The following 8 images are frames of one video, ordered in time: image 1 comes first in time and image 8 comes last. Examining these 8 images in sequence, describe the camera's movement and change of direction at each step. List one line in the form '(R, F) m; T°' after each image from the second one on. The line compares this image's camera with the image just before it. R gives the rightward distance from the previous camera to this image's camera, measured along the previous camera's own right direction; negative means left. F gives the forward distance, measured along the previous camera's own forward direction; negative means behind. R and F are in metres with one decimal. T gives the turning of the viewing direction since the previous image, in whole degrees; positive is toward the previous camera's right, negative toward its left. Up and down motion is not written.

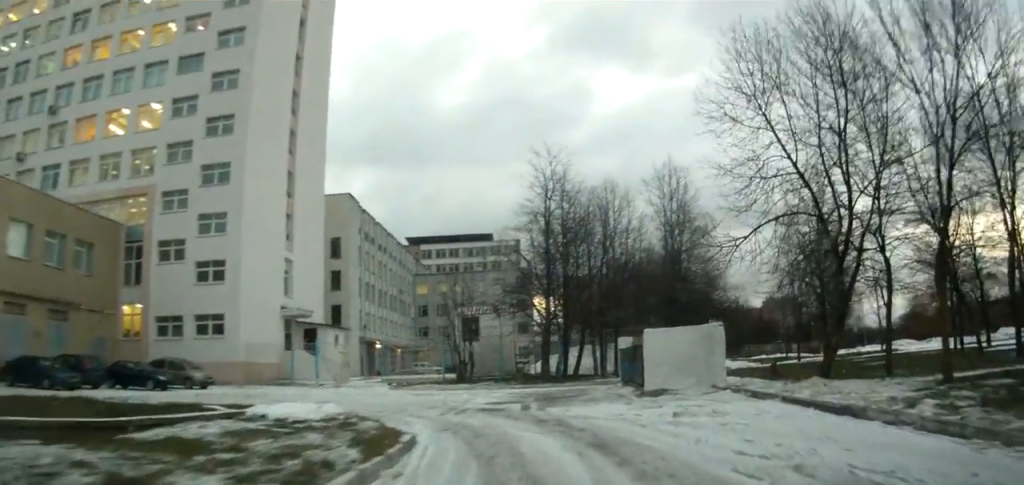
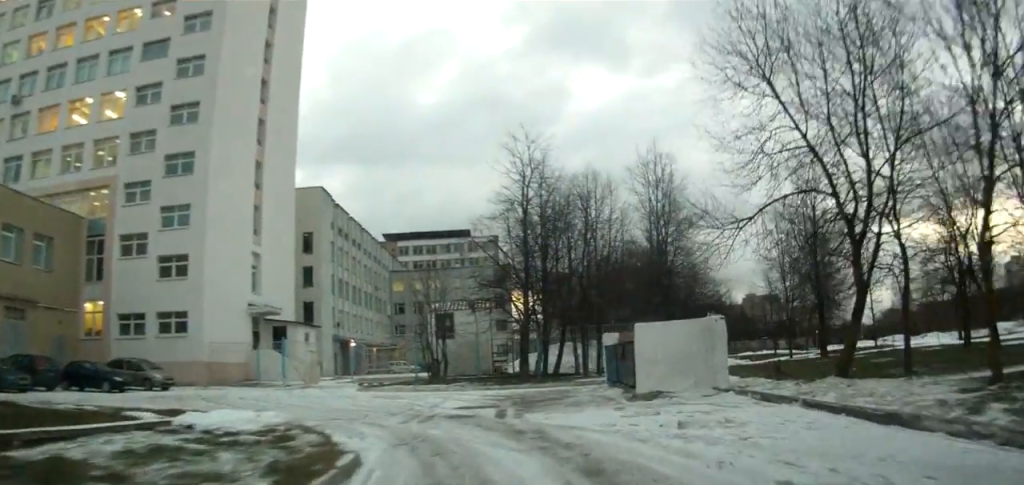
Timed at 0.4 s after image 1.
(+0.2, +1.1) m; +3°
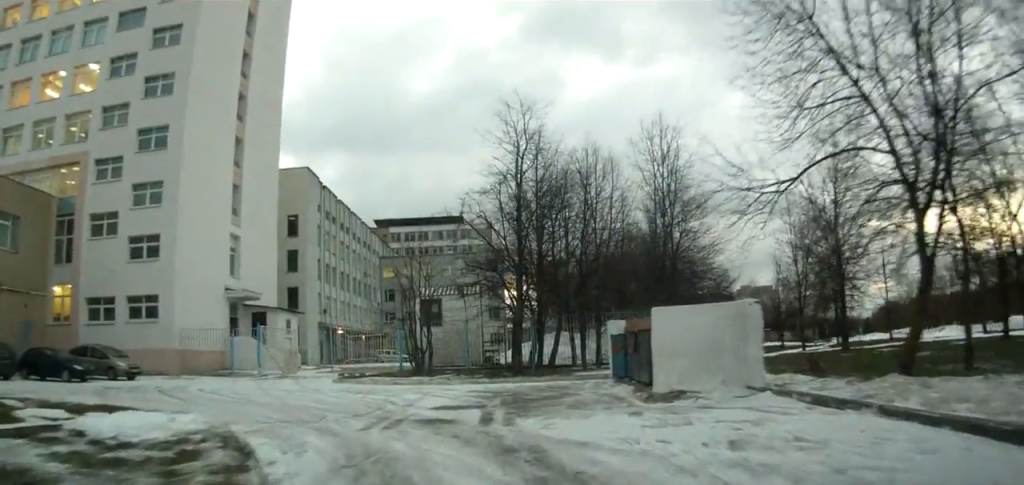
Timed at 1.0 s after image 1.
(+0.1, +1.6) m; +2°
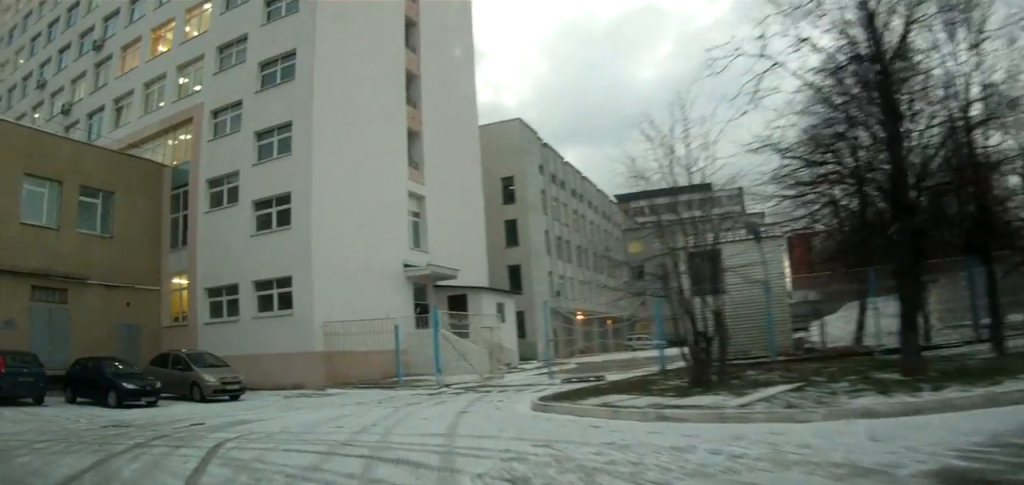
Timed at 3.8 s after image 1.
(-1.9, +11.8) m; -16°
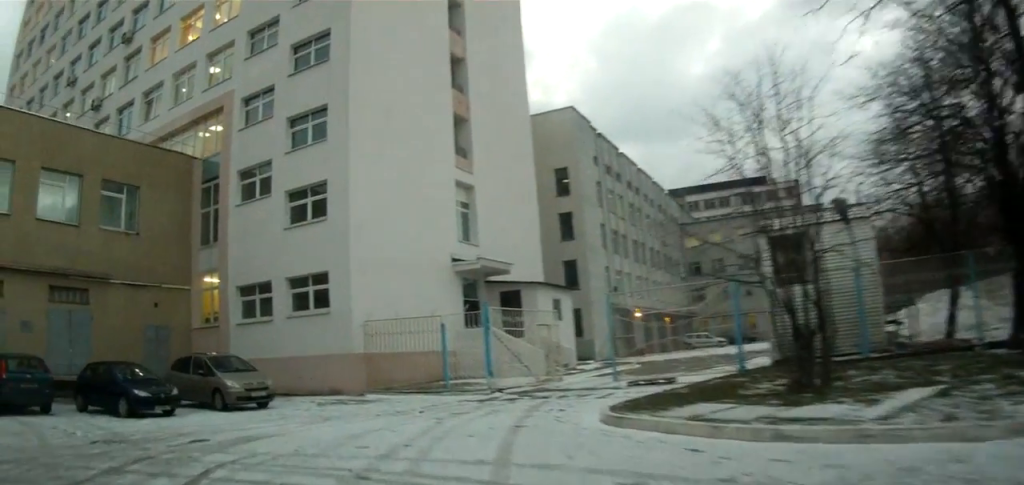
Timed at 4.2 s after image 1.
(0.0, +2.2) m; -3°
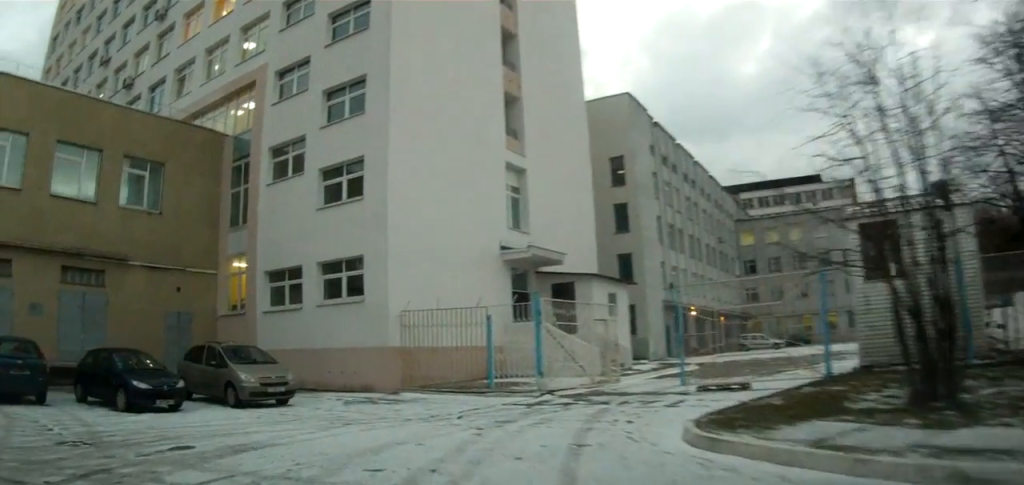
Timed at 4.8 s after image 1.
(+0.1, +2.3) m; -3°
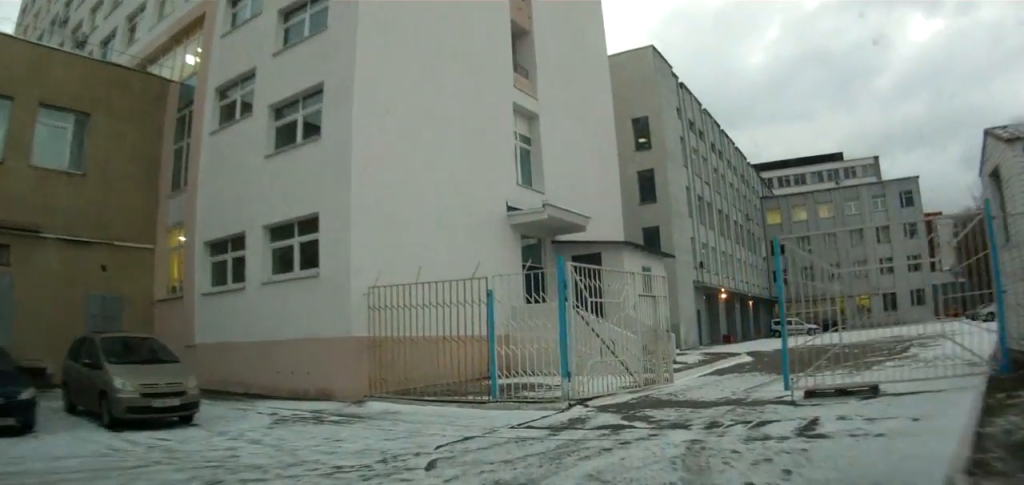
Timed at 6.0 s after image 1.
(-0.5, +5.3) m; -7°
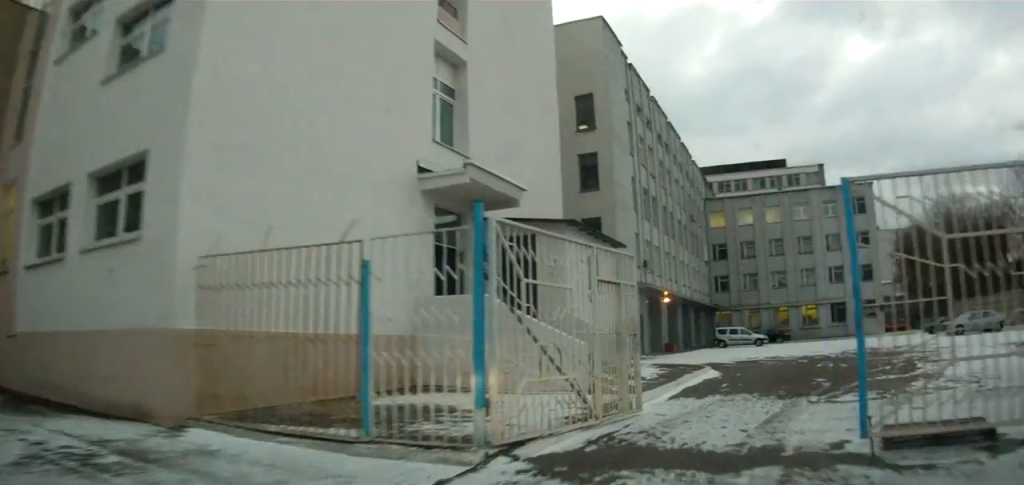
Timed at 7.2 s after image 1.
(+0.1, +4.2) m; +6°
